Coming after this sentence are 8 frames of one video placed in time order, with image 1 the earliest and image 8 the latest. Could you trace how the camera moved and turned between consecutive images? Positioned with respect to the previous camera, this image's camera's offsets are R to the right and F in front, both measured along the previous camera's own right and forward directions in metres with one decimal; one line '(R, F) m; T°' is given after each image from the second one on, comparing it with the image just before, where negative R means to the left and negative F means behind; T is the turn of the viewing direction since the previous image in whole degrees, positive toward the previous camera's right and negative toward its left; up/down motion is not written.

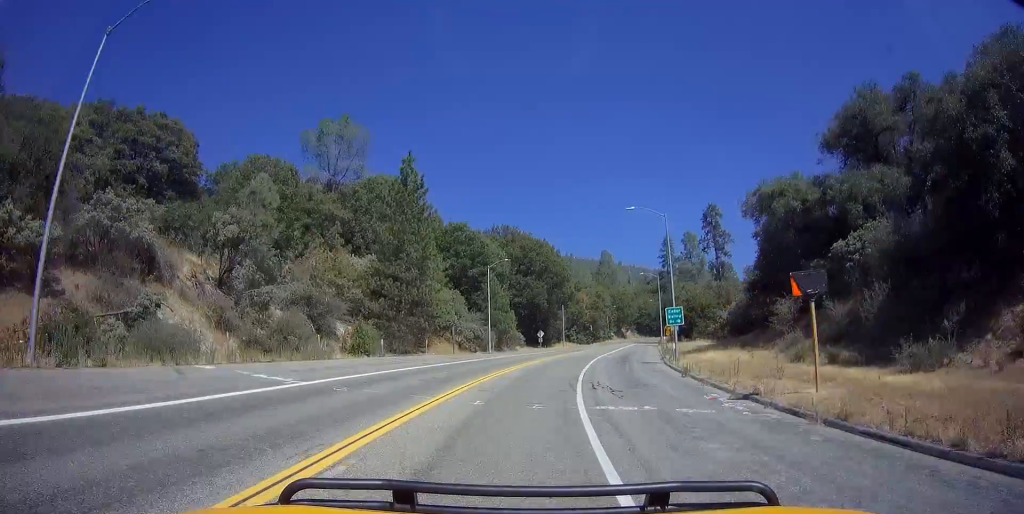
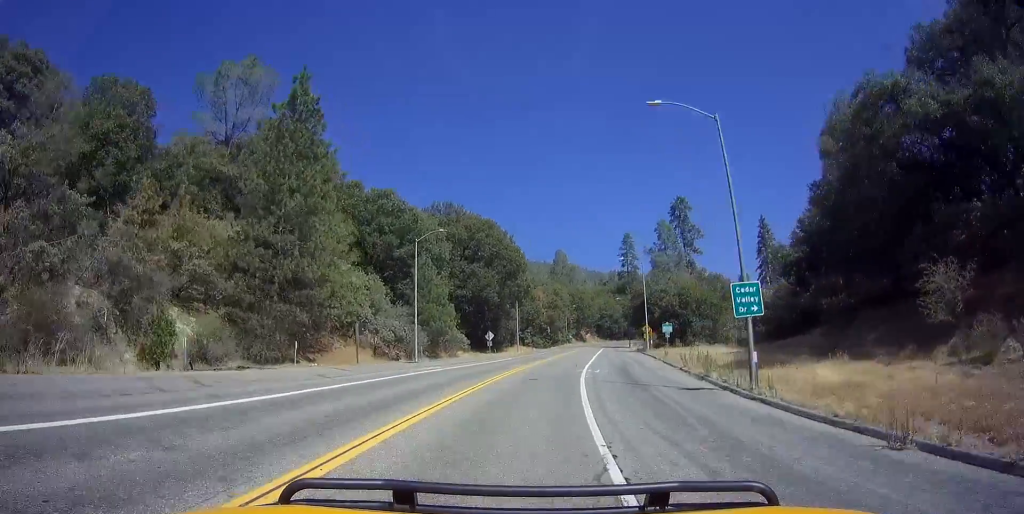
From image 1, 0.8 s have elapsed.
(+0.7, +15.7) m; +4°
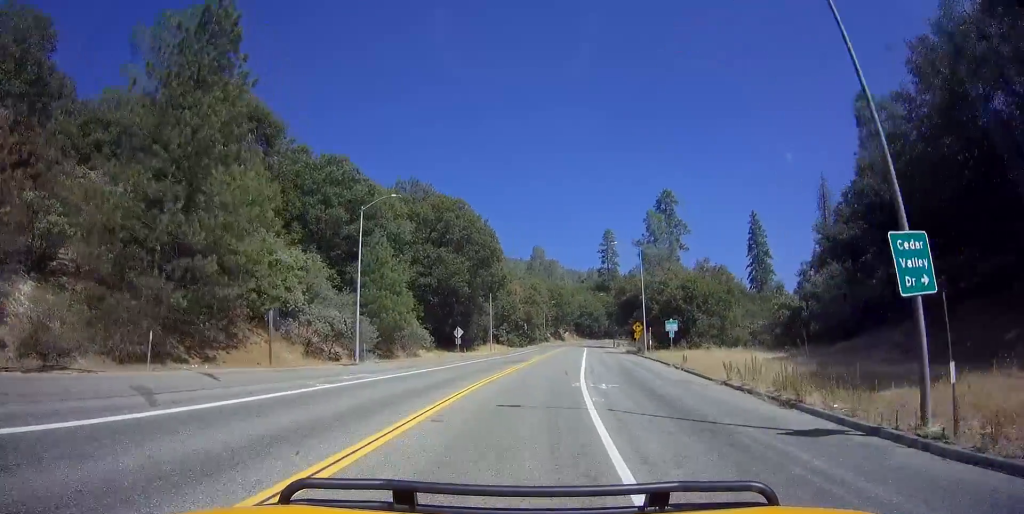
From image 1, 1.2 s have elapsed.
(0.0, +8.6) m; +2°
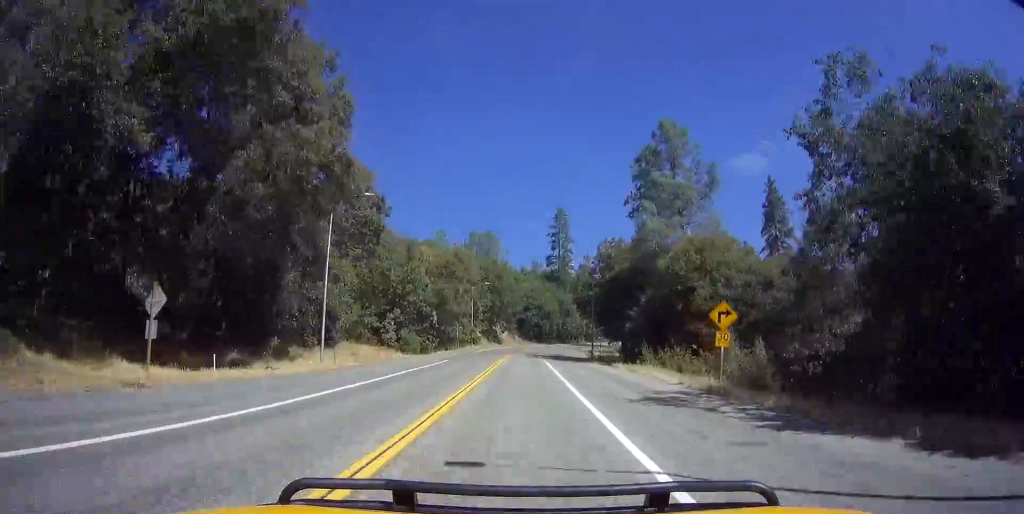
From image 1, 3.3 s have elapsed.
(+1.7, +42.2) m; +4°
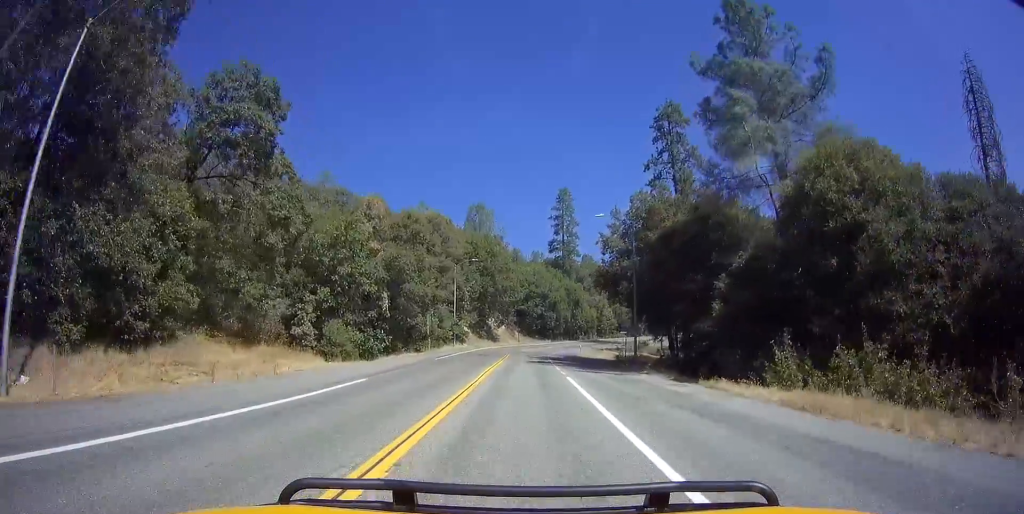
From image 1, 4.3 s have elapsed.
(+0.6, +19.3) m; +2°
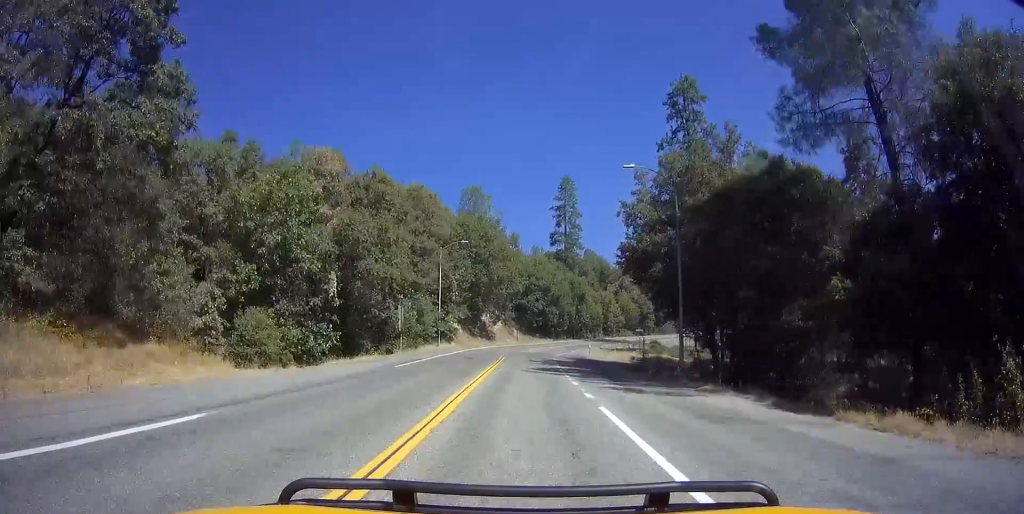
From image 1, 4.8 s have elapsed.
(0.0, +9.4) m; -1°
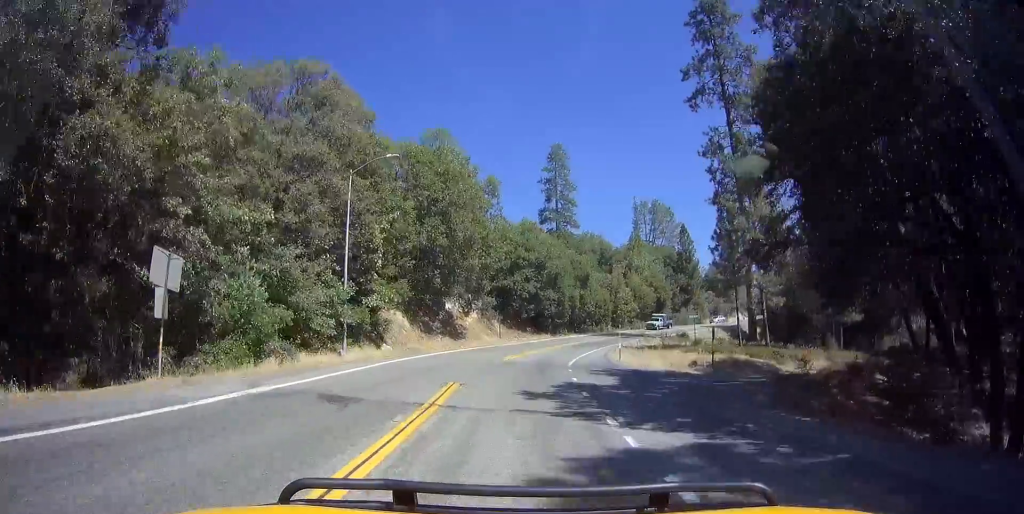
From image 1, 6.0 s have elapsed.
(-0.6, +22.3) m; +6°
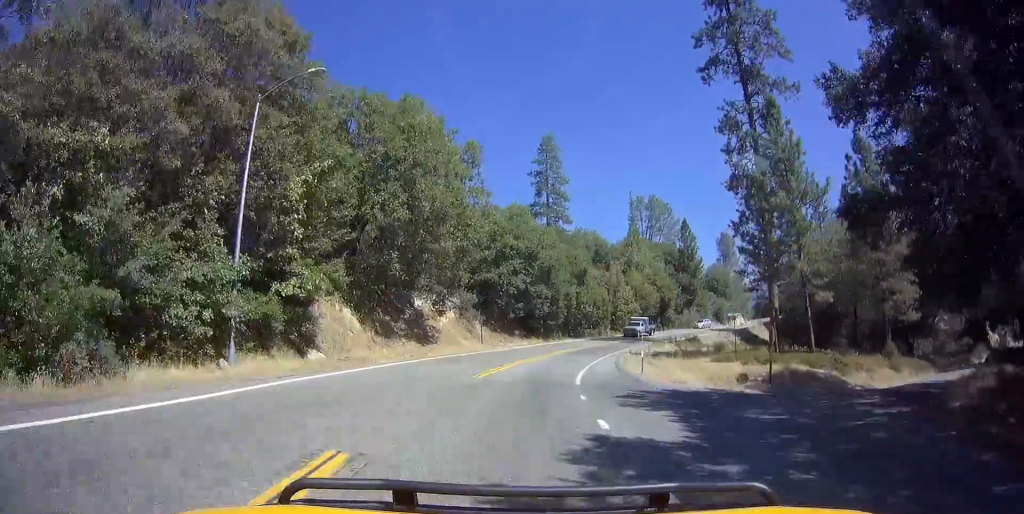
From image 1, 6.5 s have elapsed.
(+0.3, +8.7) m; +6°
